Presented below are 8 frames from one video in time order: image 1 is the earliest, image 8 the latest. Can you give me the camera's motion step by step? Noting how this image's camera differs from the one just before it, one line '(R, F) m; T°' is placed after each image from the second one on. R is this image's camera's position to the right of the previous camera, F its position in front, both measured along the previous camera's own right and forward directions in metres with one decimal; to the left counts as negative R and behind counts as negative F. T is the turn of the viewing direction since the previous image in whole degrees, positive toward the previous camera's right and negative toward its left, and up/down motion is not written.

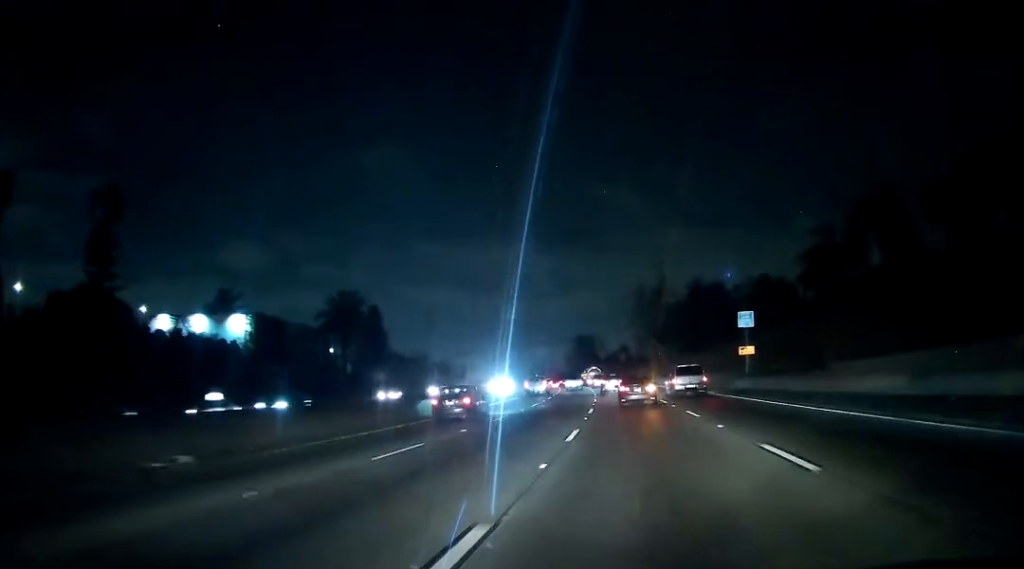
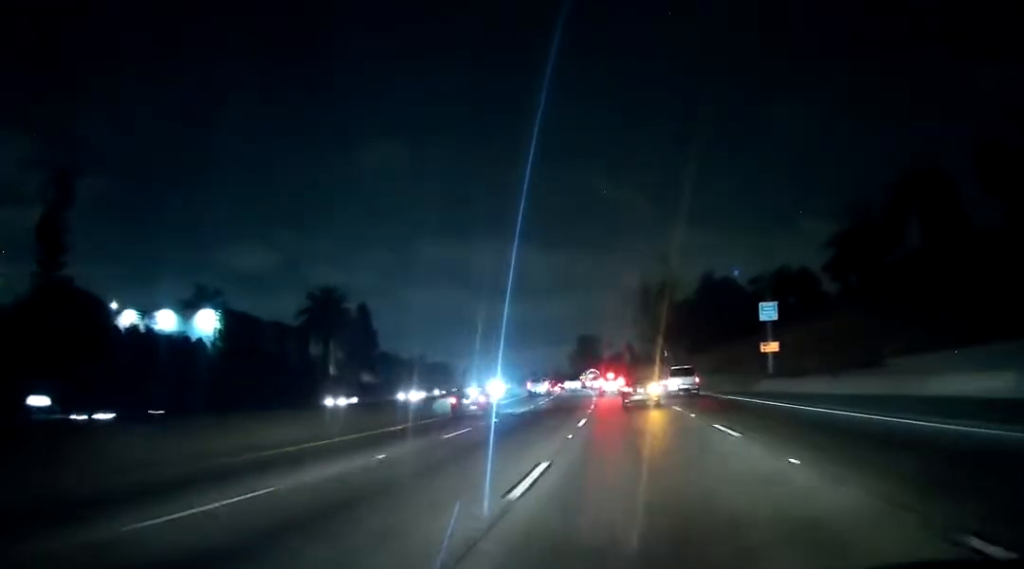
(-0.3, +8.6) m; 0°
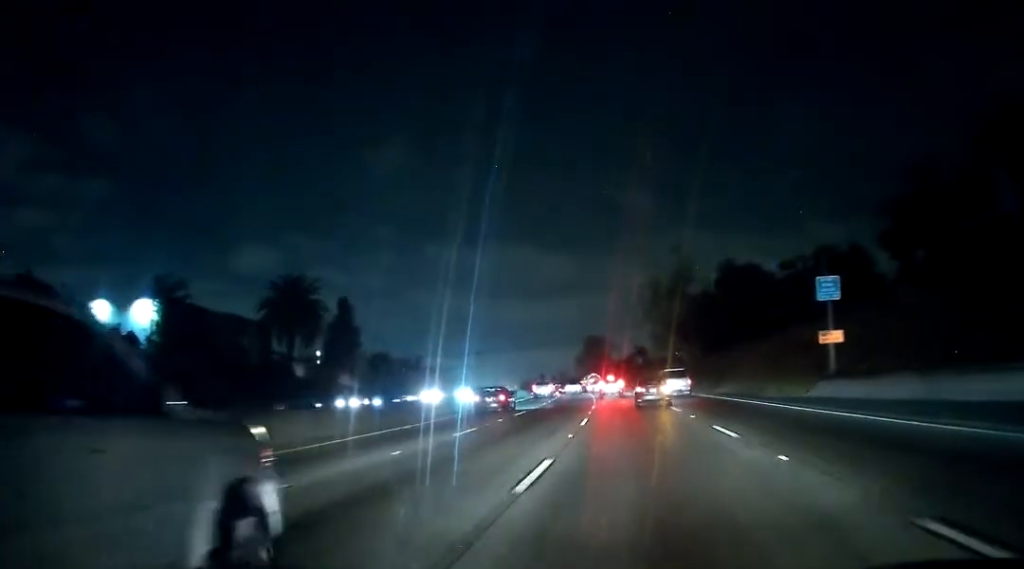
(-0.2, +14.1) m; -1°
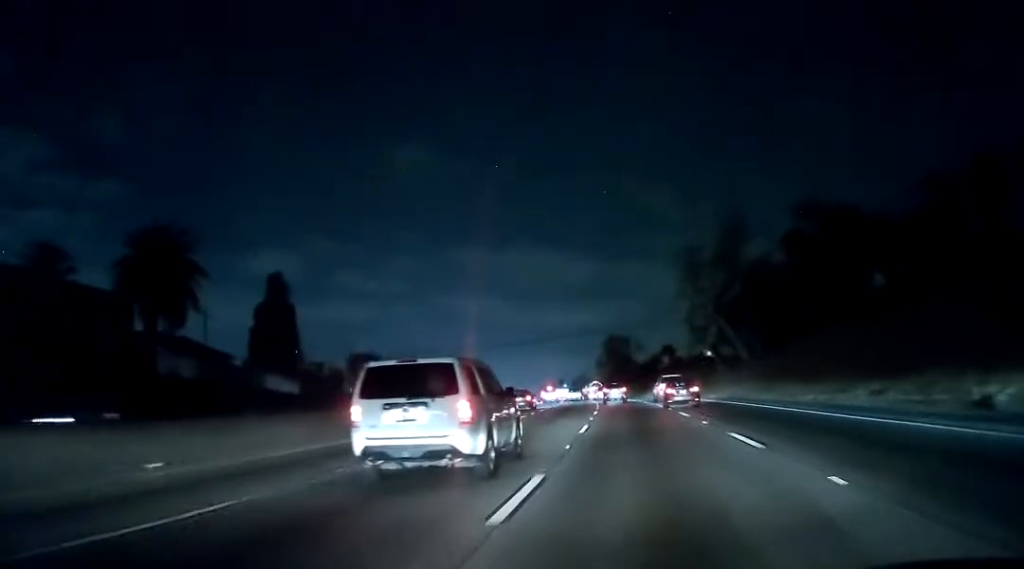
(-0.7, +31.6) m; -3°
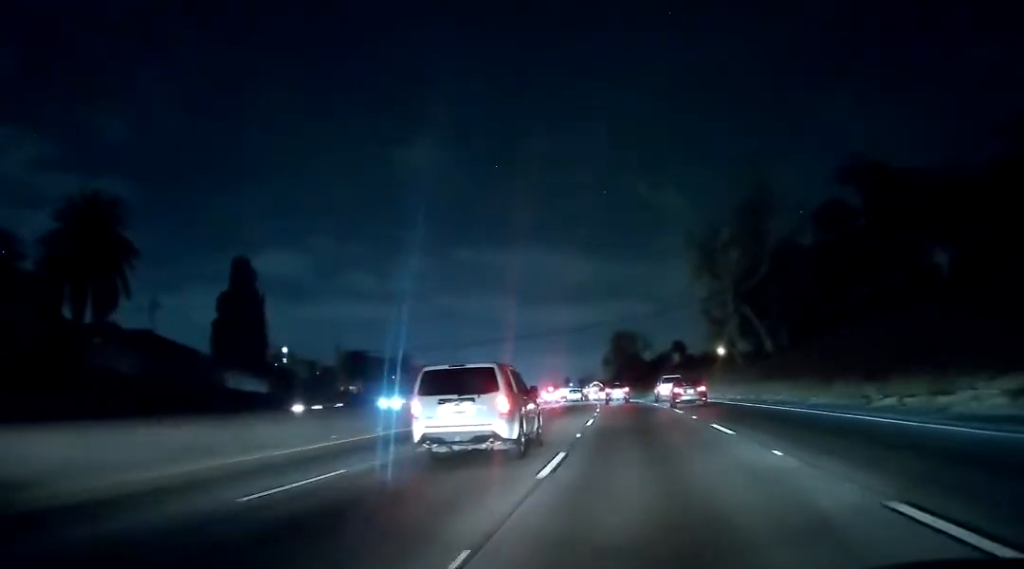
(0.0, +11.0) m; 0°
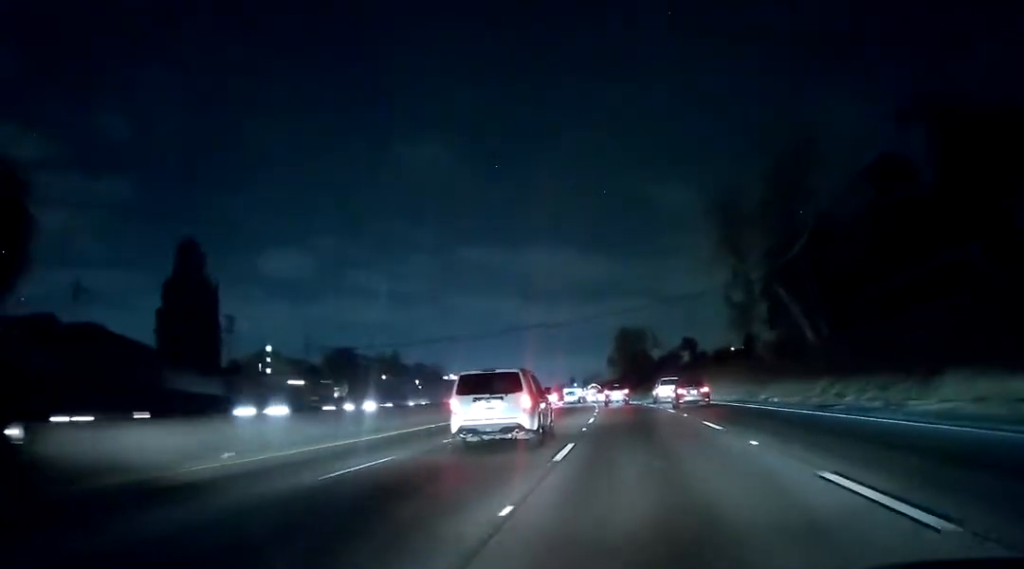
(0.0, +11.8) m; 0°
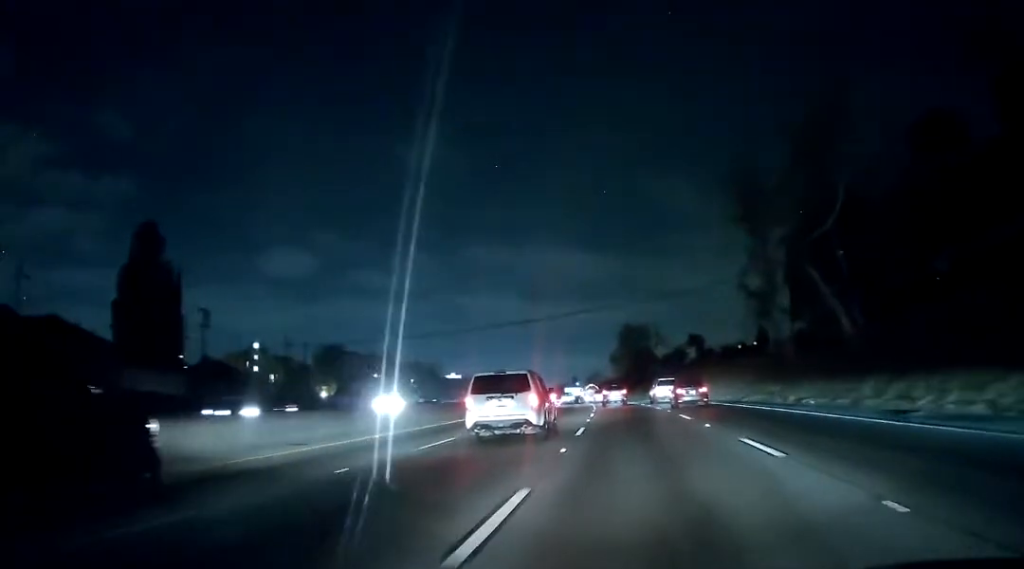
(+0.1, +8.3) m; 0°
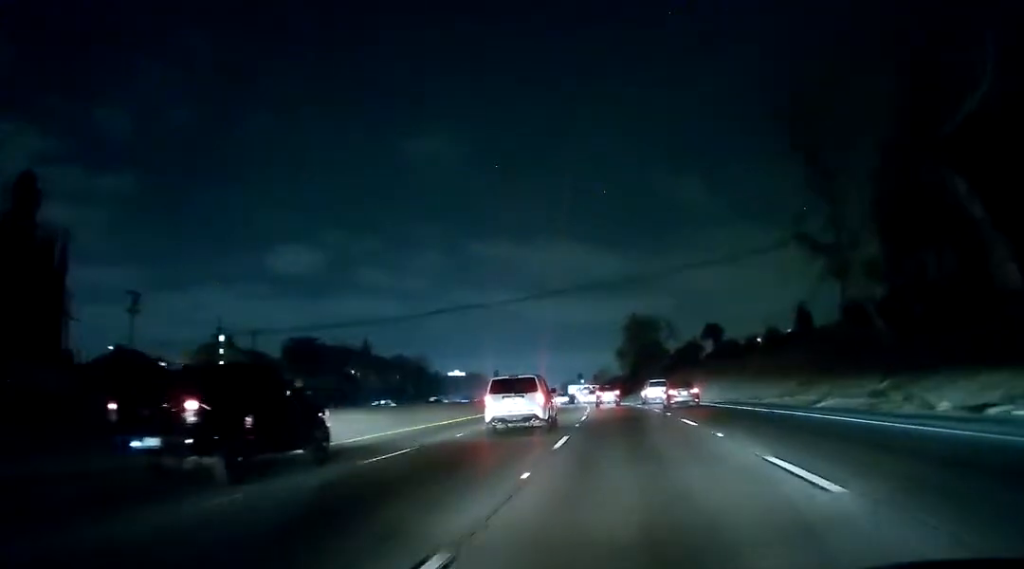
(-0.2, +18.6) m; -1°
